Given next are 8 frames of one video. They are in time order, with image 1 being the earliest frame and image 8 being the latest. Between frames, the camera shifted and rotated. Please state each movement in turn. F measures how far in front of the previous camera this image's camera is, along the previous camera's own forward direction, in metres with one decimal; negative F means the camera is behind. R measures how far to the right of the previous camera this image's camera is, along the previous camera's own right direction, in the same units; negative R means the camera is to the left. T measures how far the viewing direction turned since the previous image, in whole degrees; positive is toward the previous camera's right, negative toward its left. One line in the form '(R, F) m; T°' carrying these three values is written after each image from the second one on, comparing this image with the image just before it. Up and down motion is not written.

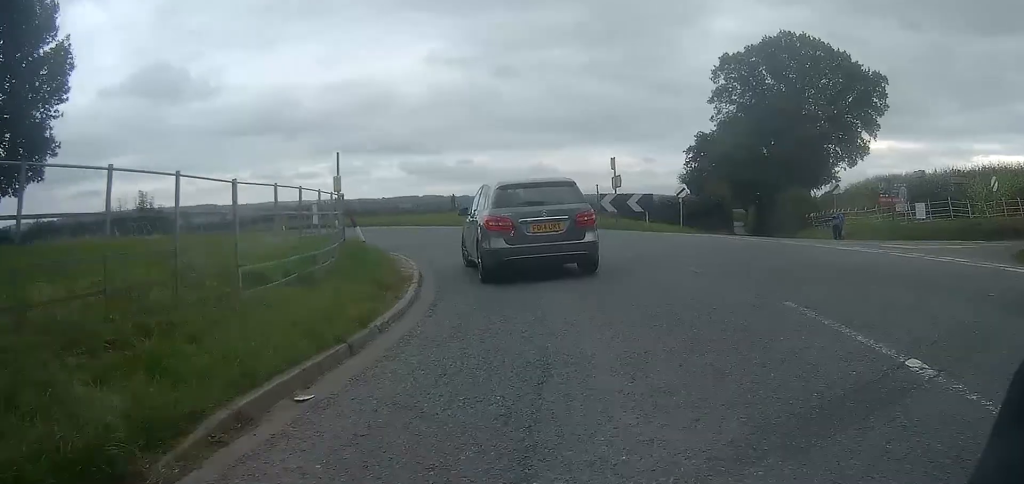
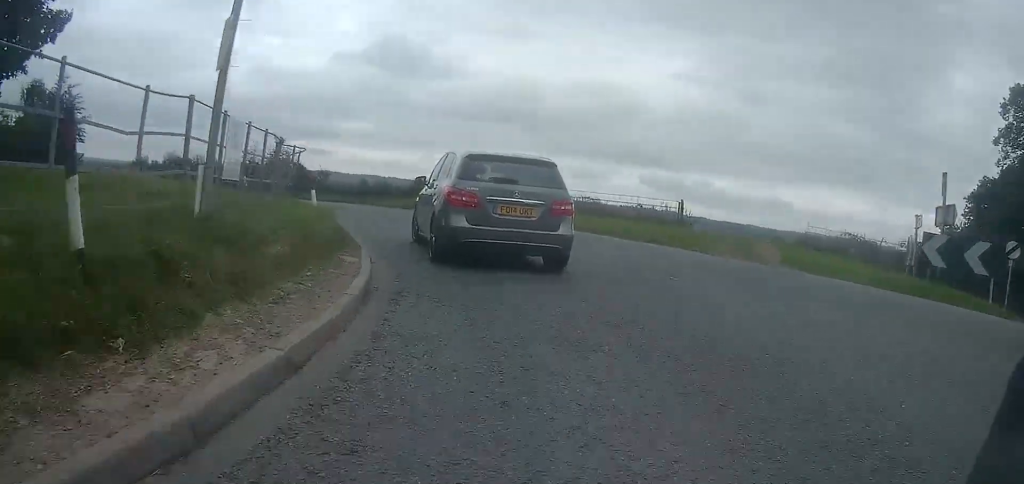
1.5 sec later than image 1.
(-2.4, +11.9) m; -26°
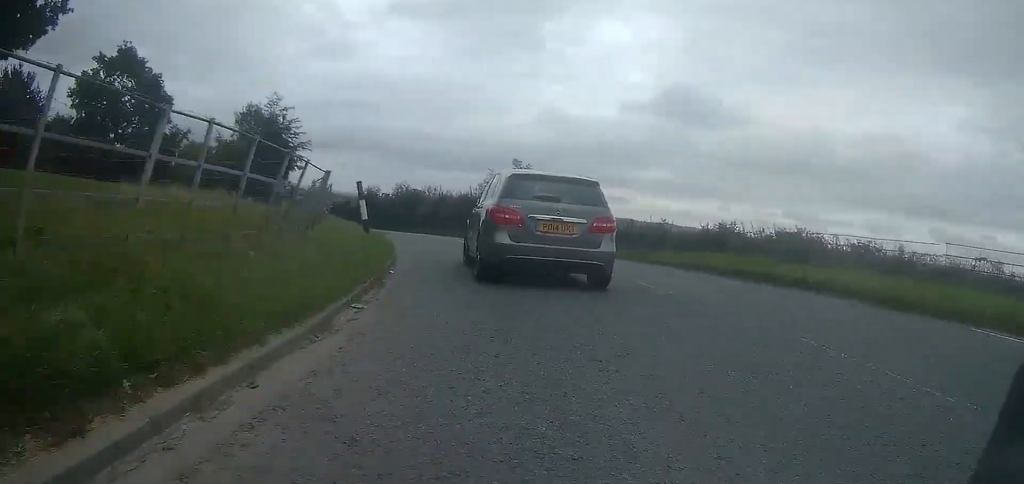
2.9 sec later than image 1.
(-2.1, +11.4) m; -26°
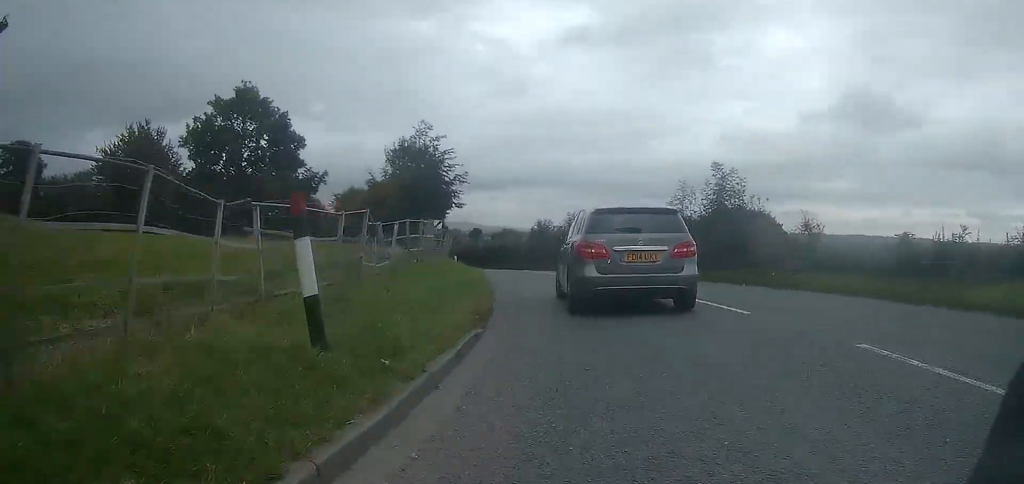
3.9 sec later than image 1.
(-1.9, +8.1) m; -14°
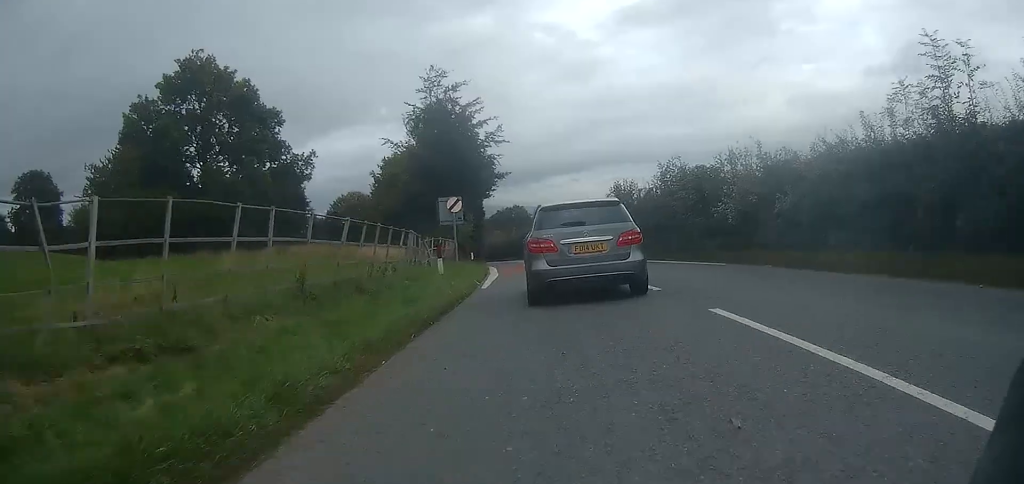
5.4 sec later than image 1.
(-0.9, +16.0) m; -5°
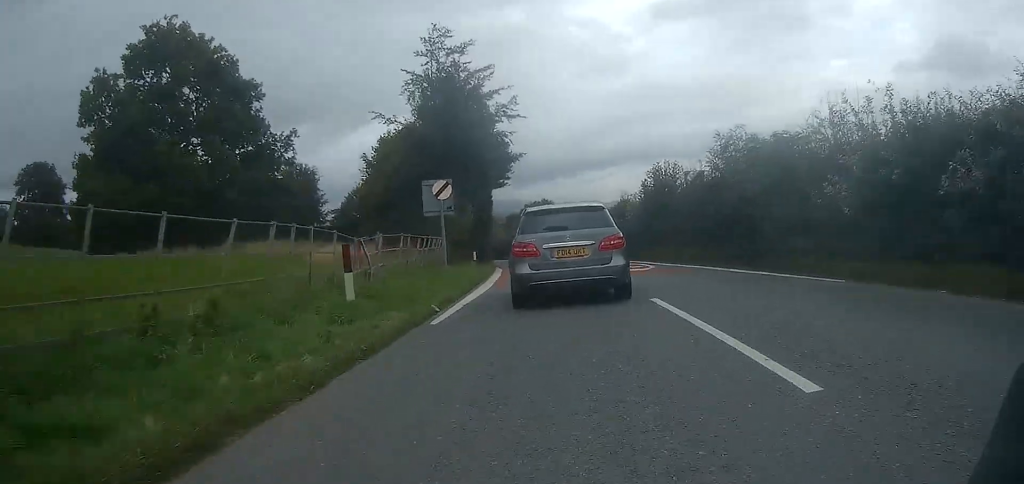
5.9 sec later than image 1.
(+0.2, +6.9) m; -3°
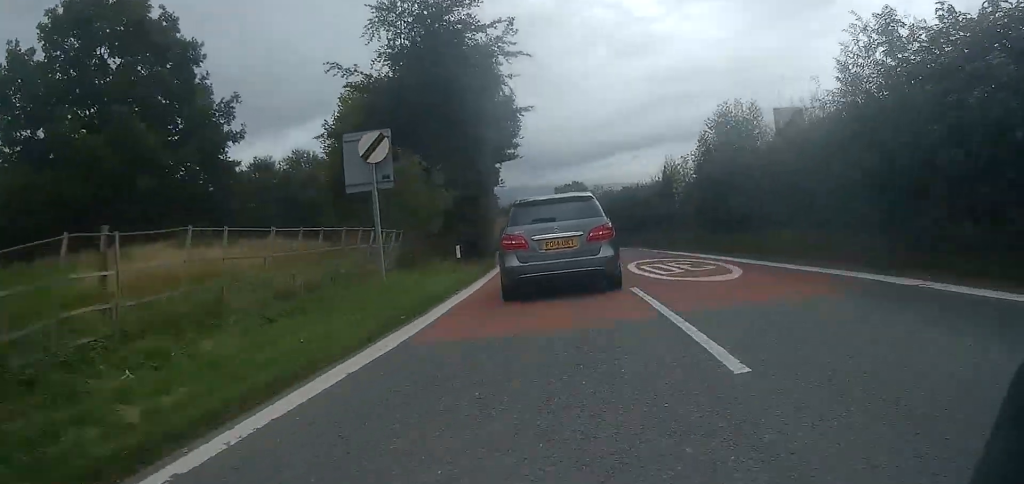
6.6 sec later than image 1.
(-0.6, +8.9) m; -4°
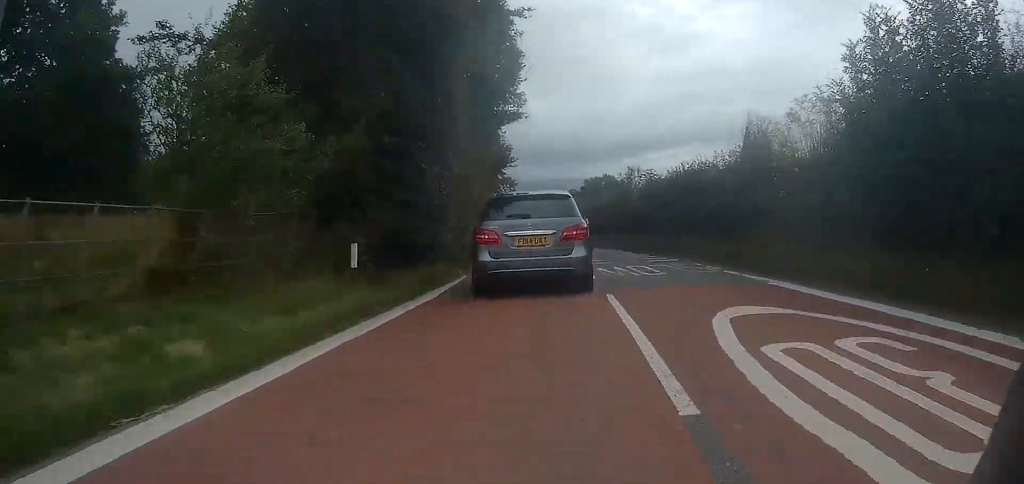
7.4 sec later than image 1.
(-0.4, +9.5) m; -4°
